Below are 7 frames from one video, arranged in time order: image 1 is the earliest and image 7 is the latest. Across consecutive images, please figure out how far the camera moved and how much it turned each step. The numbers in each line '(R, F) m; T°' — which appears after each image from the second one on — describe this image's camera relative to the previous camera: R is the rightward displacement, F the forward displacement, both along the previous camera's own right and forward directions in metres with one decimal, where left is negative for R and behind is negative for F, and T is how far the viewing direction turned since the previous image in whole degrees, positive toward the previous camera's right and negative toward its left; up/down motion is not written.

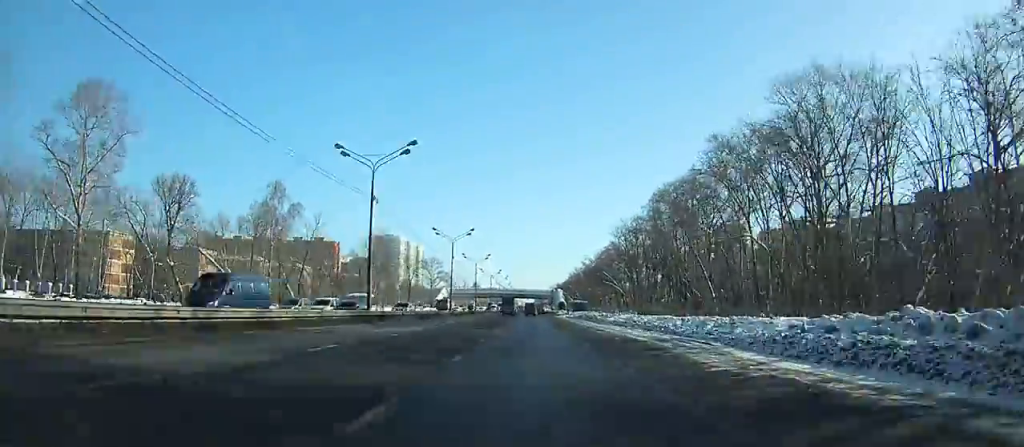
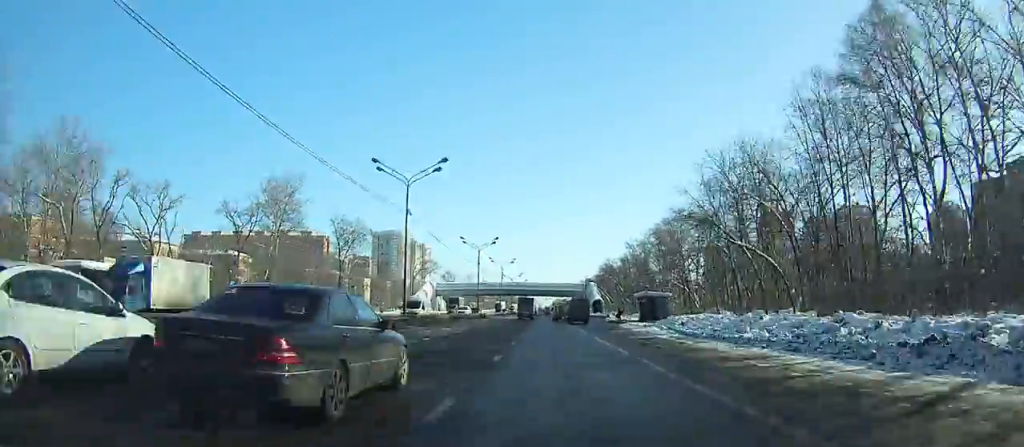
(+7.8, +80.7) m; +8°
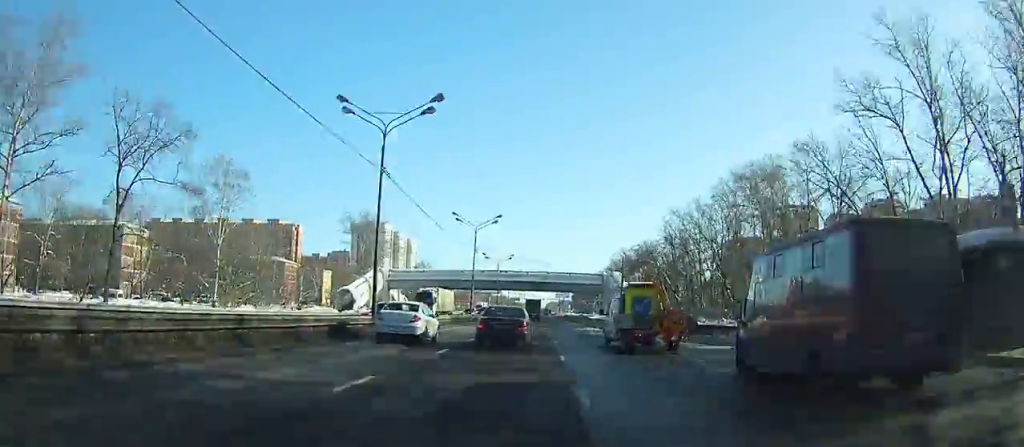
(0.0, +77.6) m; -2°
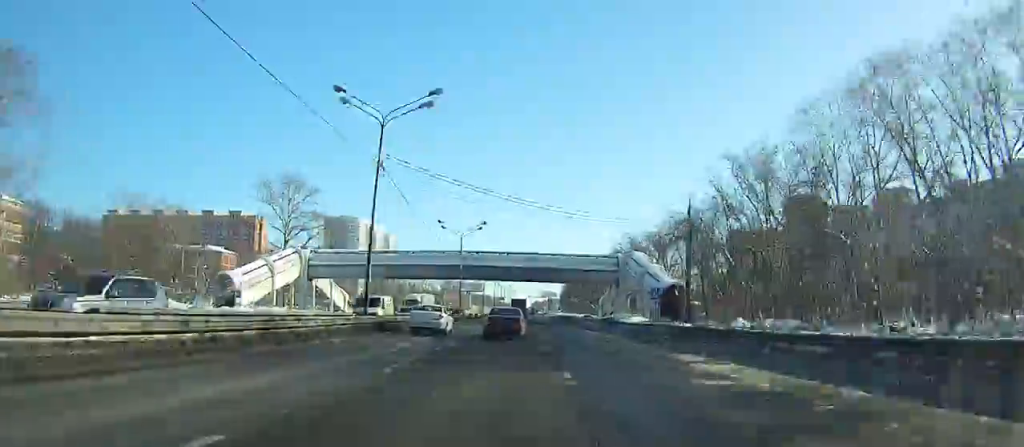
(-0.9, +46.6) m; -2°
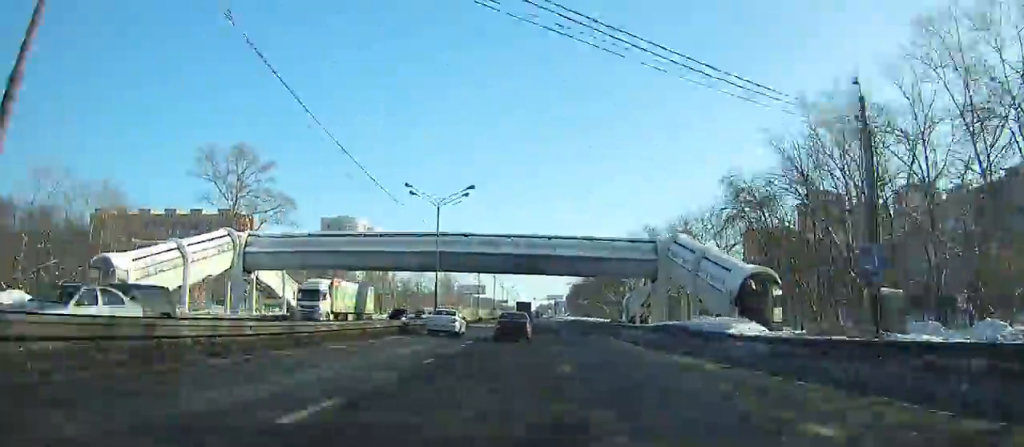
(-0.2, +24.4) m; 0°
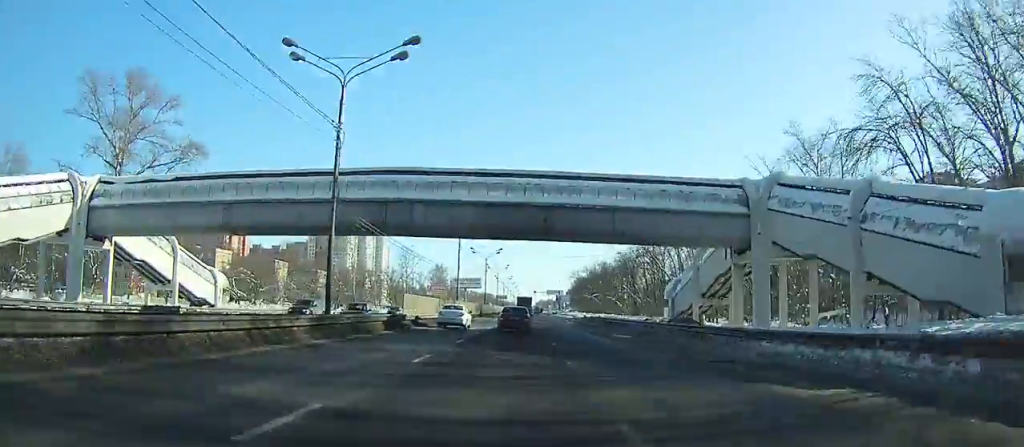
(-0.1, +27.2) m; 0°
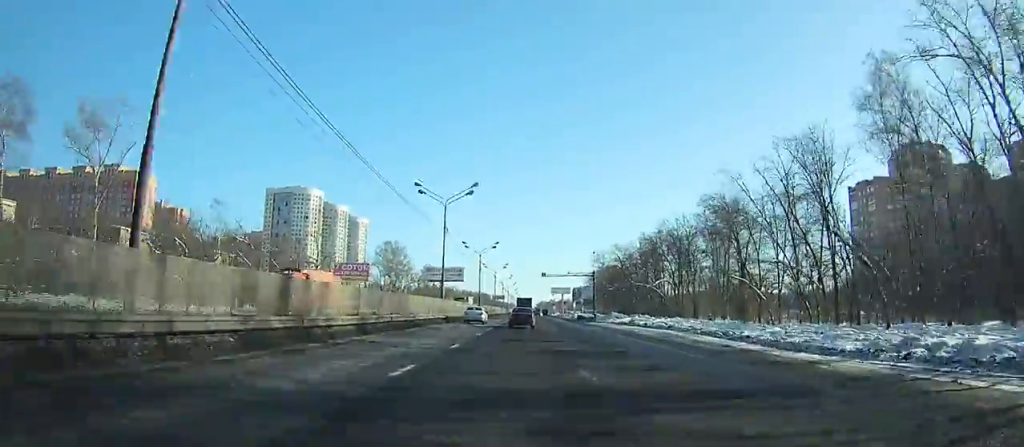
(-0.4, +92.2) m; 0°
